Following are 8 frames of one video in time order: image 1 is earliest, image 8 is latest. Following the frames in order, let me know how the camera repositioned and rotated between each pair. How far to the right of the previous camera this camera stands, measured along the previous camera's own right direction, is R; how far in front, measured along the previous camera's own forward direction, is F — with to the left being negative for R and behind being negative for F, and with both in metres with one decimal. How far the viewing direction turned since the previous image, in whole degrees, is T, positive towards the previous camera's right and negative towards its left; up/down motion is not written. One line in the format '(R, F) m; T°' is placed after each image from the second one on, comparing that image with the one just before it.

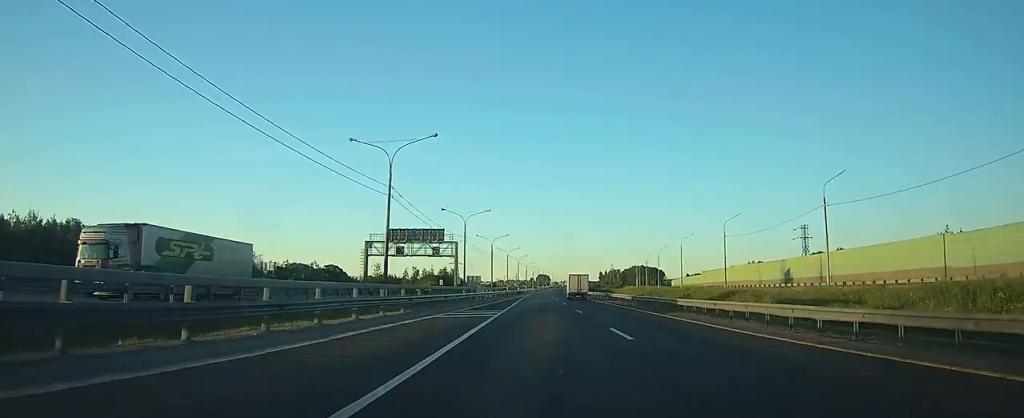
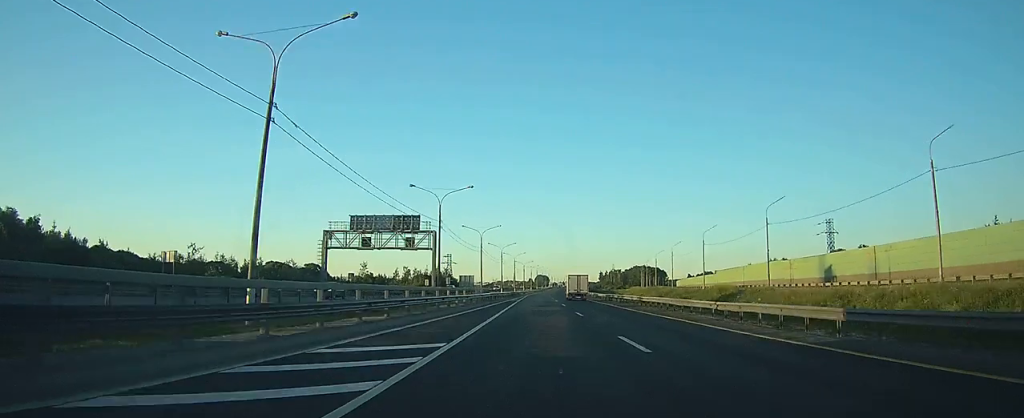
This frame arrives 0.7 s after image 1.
(+0.1, +18.9) m; 0°
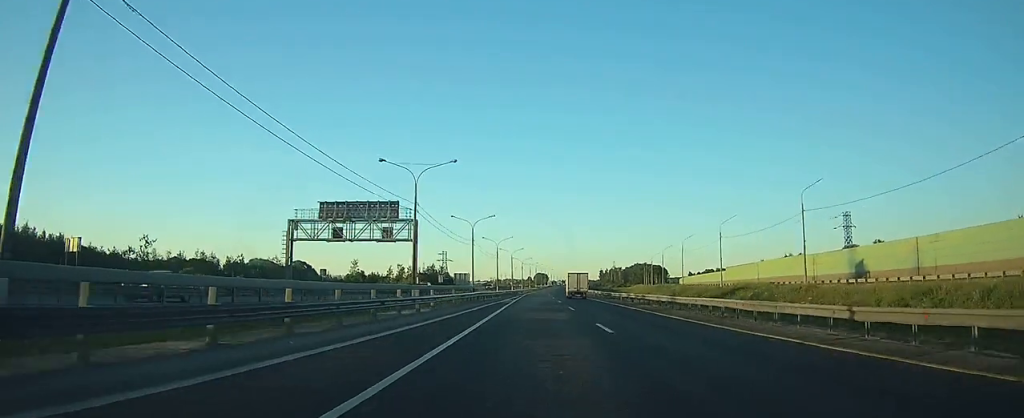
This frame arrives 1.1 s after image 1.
(0.0, +11.3) m; 0°
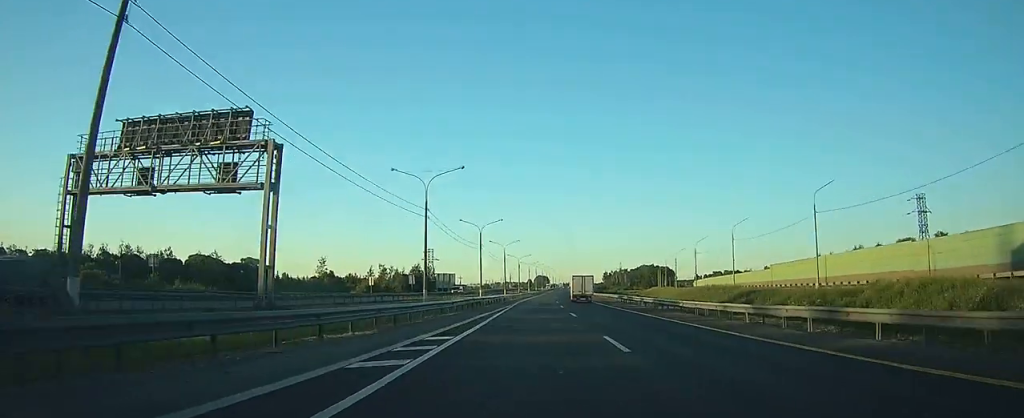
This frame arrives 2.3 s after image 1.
(+0.1, +36.0) m; 0°
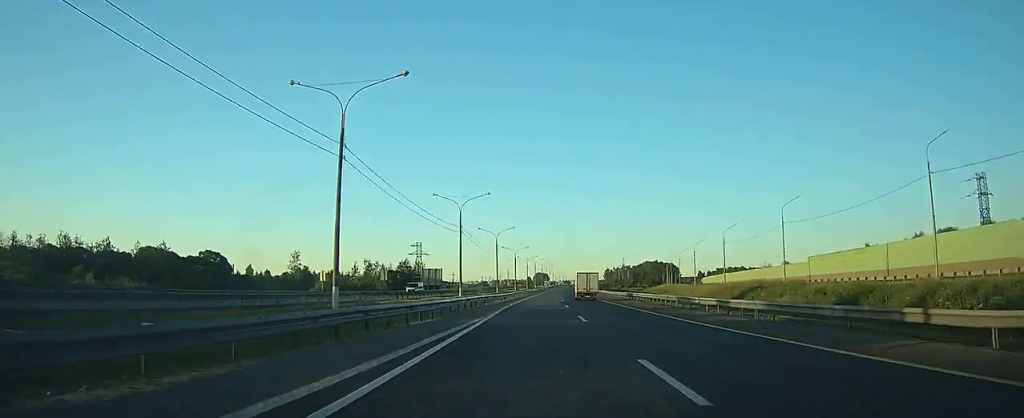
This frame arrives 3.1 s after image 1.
(0.0, +21.8) m; 0°
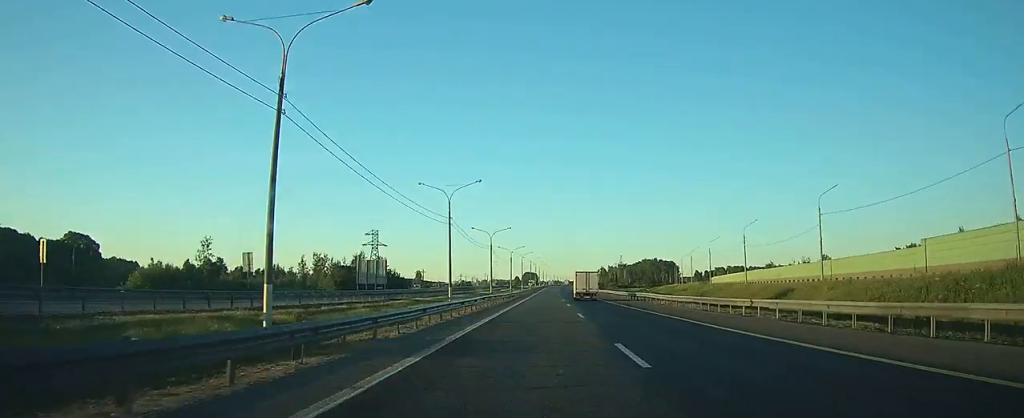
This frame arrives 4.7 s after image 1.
(+0.2, +44.9) m; +1°
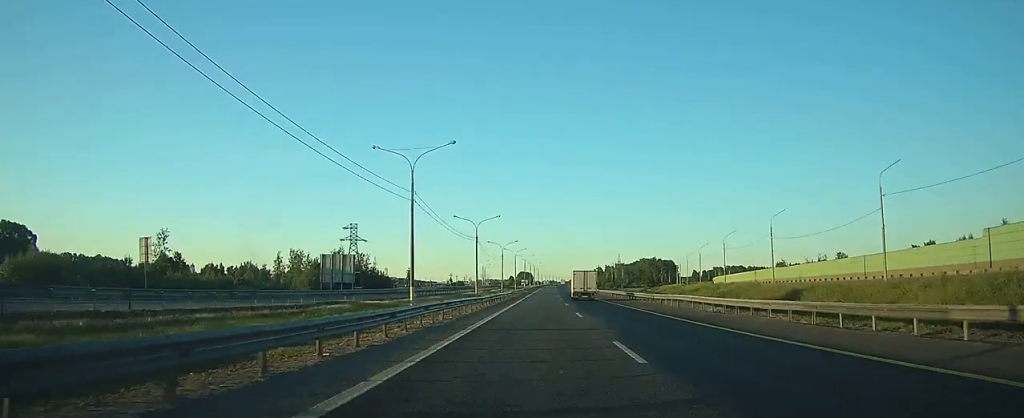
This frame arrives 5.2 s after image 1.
(+0.1, +15.3) m; 0°
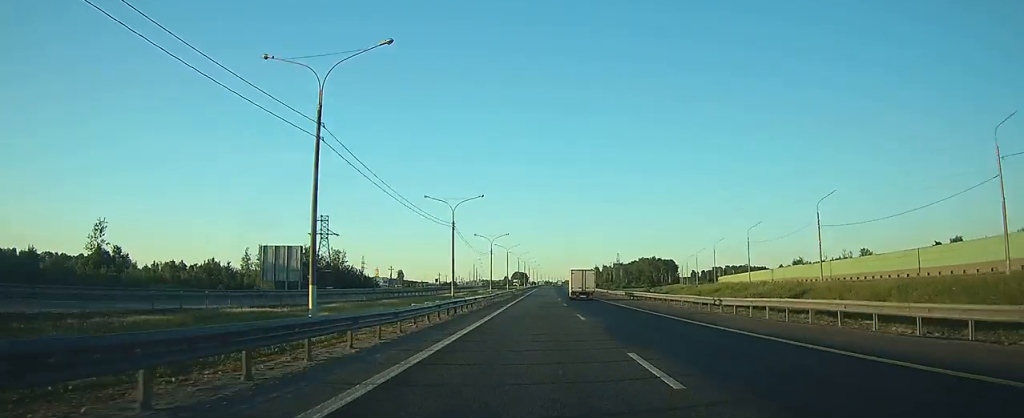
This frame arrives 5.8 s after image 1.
(0.0, +18.3) m; 0°
